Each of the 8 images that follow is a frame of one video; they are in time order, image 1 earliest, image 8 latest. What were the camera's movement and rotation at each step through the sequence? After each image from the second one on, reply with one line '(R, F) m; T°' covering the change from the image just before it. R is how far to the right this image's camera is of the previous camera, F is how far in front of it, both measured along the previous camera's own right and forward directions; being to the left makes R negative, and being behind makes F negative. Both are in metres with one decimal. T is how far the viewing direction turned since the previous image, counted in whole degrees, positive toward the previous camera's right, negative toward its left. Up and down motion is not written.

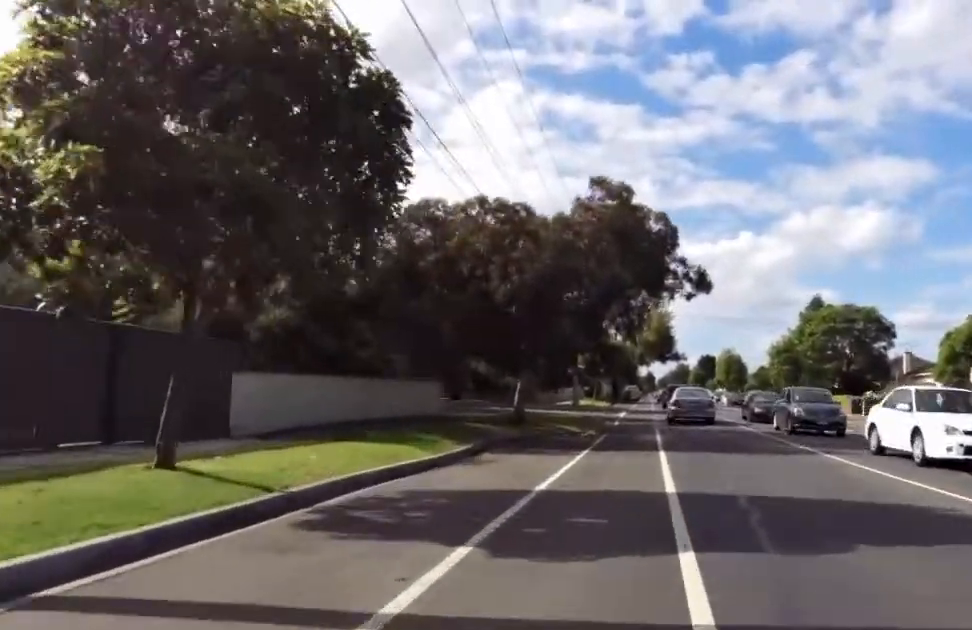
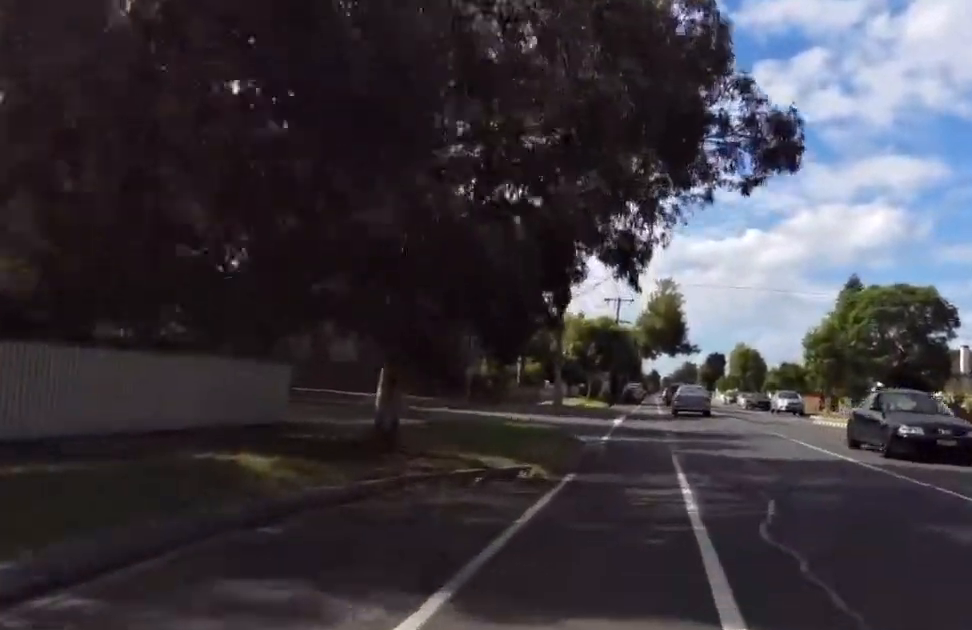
(-0.5, +11.1) m; 0°
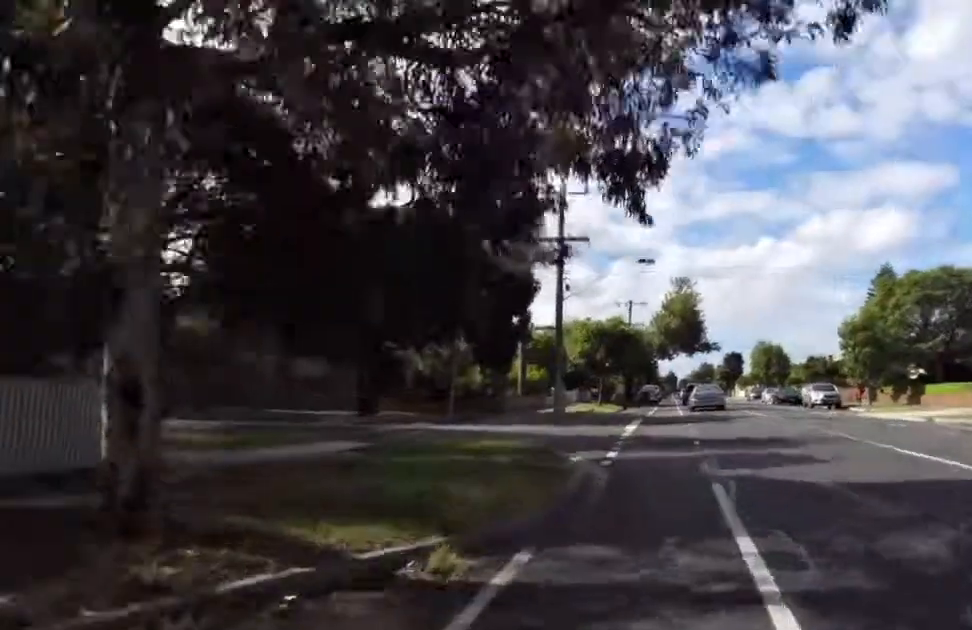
(+0.5, +5.2) m; -1°
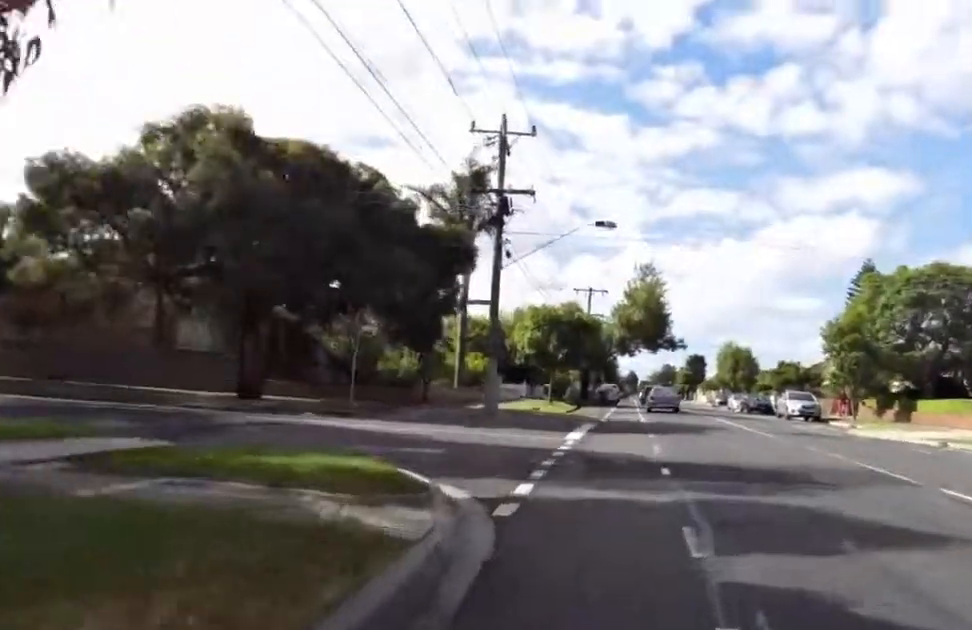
(-0.2, +5.2) m; 0°
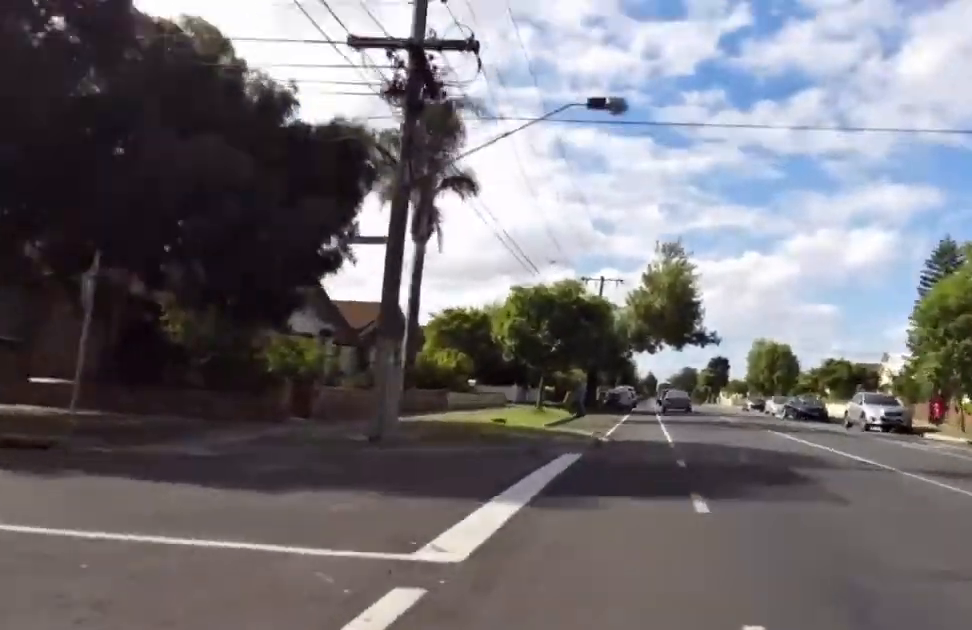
(+0.1, +10.8) m; +1°
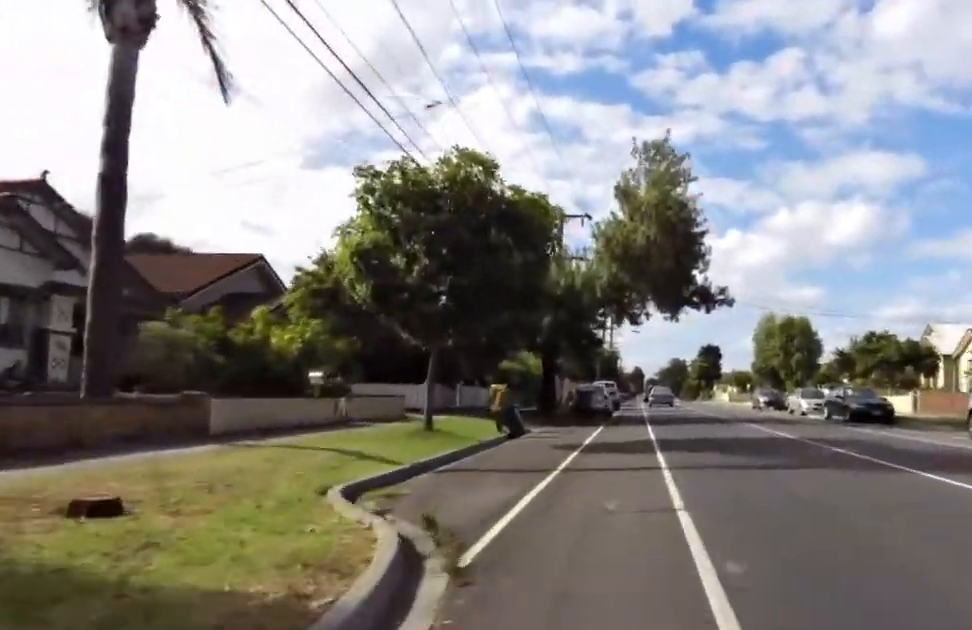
(-0.3, +13.7) m; +1°
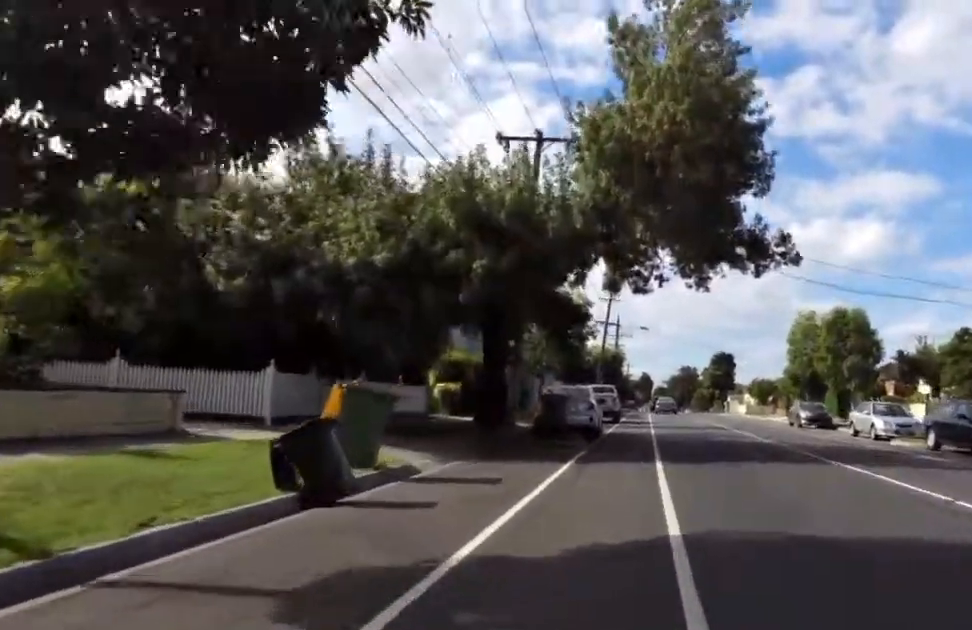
(+0.2, +11.0) m; 0°
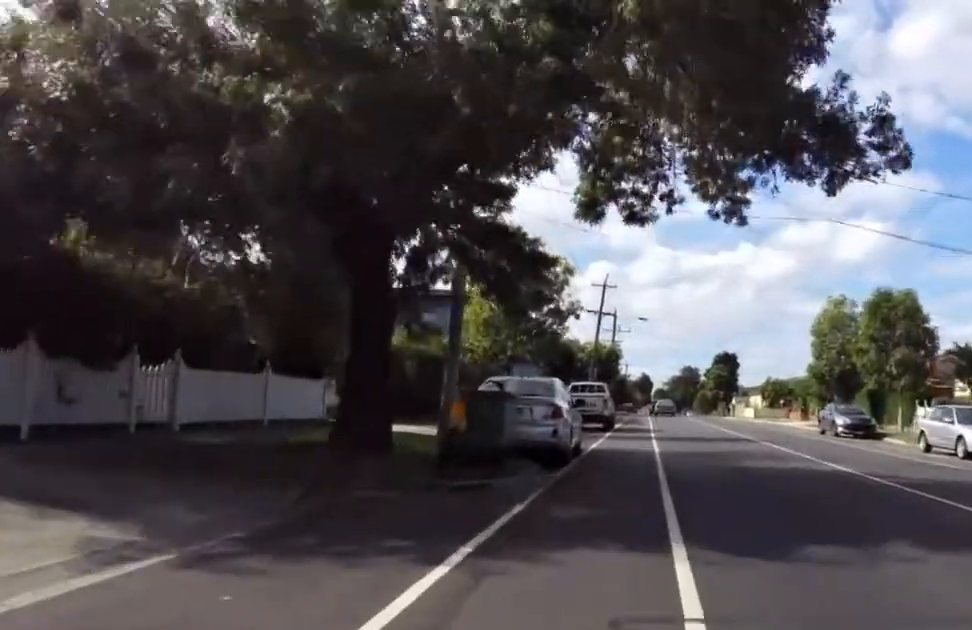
(+0.2, +7.3) m; 0°
